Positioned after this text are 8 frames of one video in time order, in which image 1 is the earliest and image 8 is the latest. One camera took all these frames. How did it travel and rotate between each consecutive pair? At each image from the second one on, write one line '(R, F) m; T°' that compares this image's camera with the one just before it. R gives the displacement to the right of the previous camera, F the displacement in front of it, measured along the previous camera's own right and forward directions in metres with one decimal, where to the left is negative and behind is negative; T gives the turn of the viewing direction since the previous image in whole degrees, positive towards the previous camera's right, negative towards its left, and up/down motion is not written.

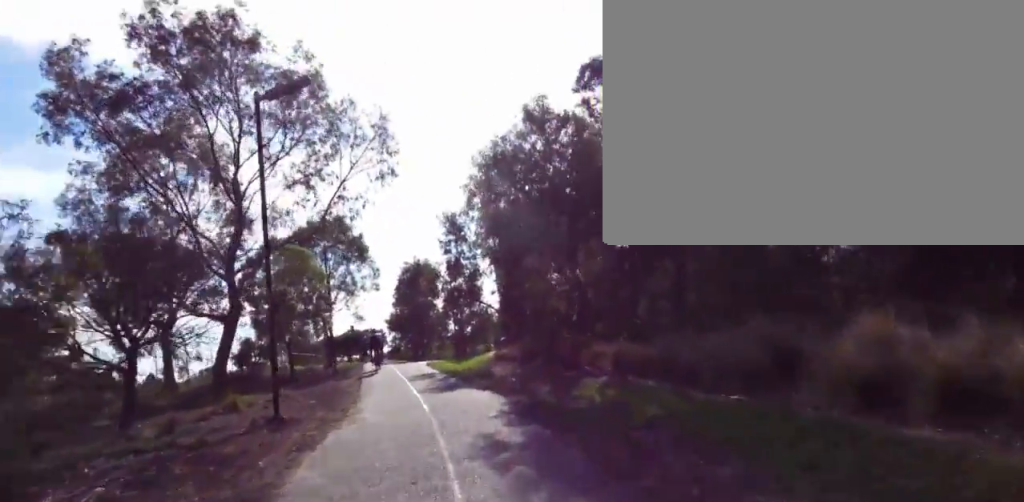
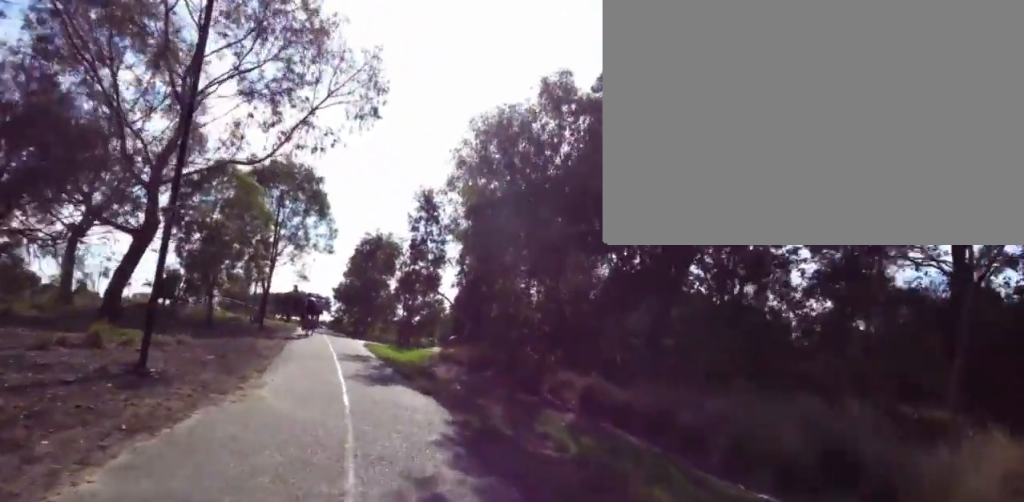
(0.0, +2.5) m; -3°
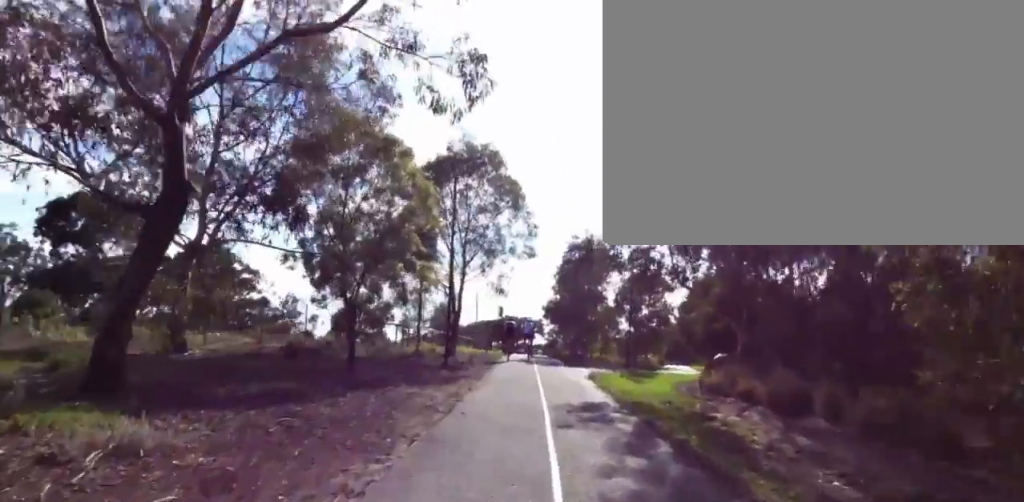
(-2.0, +6.7) m; -18°
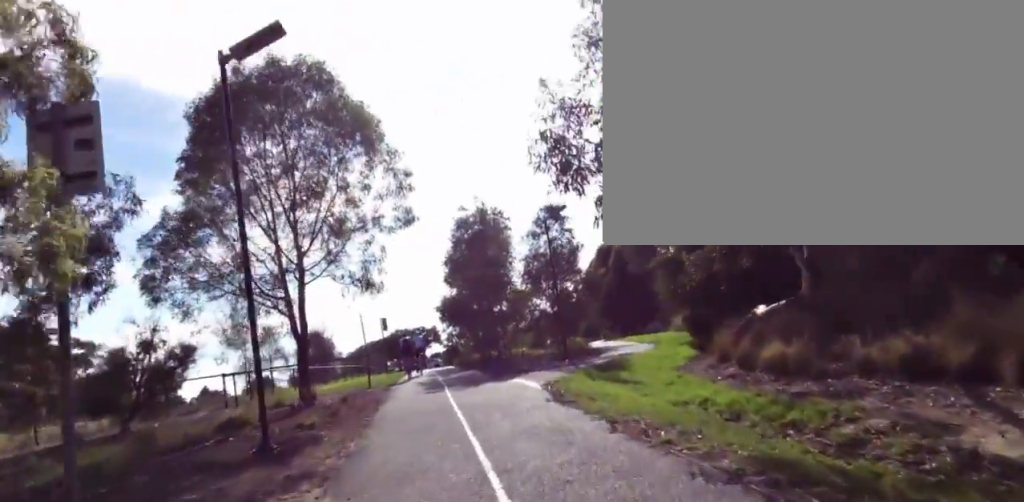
(+1.8, +7.2) m; +14°
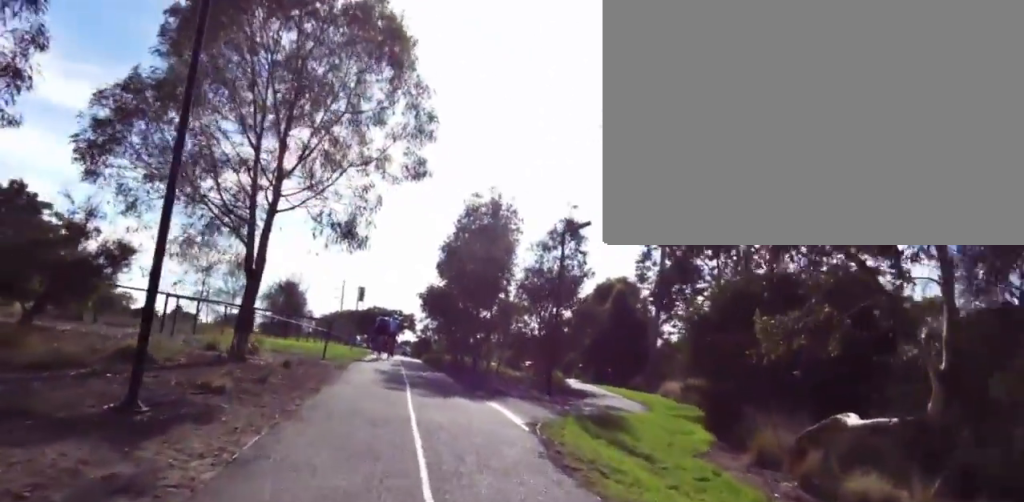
(+0.2, +2.6) m; -8°
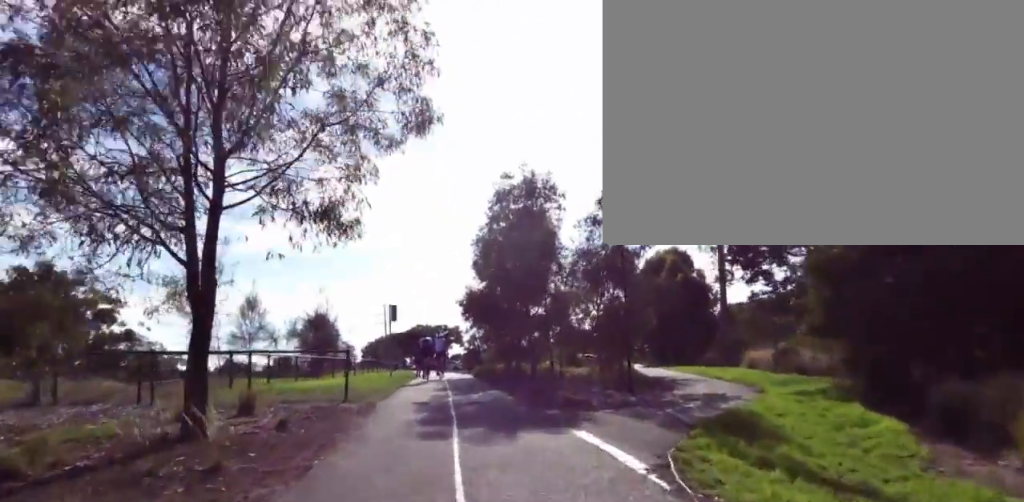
(-0.7, +3.4) m; -1°
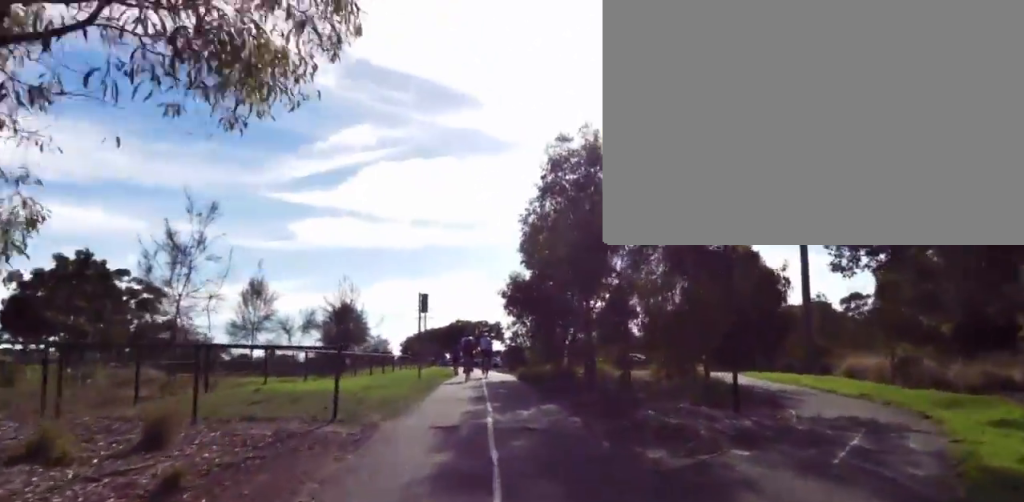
(+0.1, +4.1) m; 0°
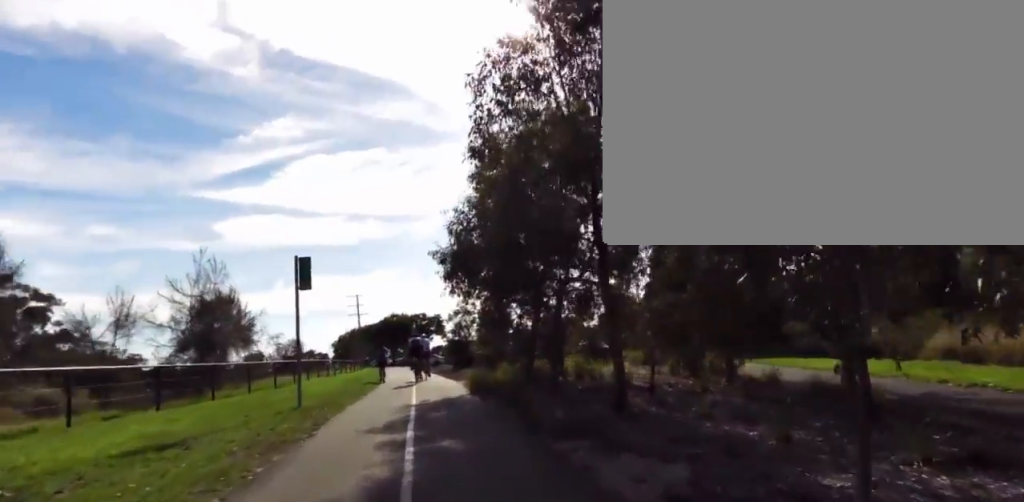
(-0.4, +8.6) m; +2°
